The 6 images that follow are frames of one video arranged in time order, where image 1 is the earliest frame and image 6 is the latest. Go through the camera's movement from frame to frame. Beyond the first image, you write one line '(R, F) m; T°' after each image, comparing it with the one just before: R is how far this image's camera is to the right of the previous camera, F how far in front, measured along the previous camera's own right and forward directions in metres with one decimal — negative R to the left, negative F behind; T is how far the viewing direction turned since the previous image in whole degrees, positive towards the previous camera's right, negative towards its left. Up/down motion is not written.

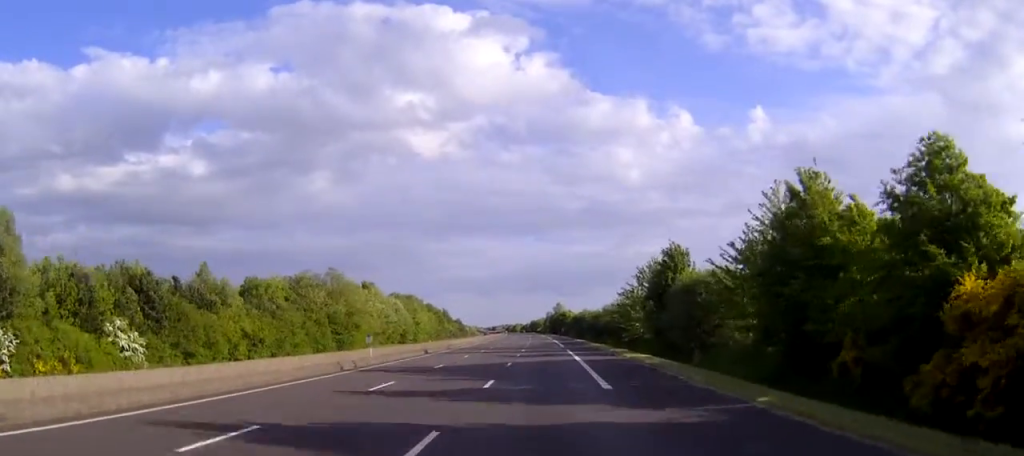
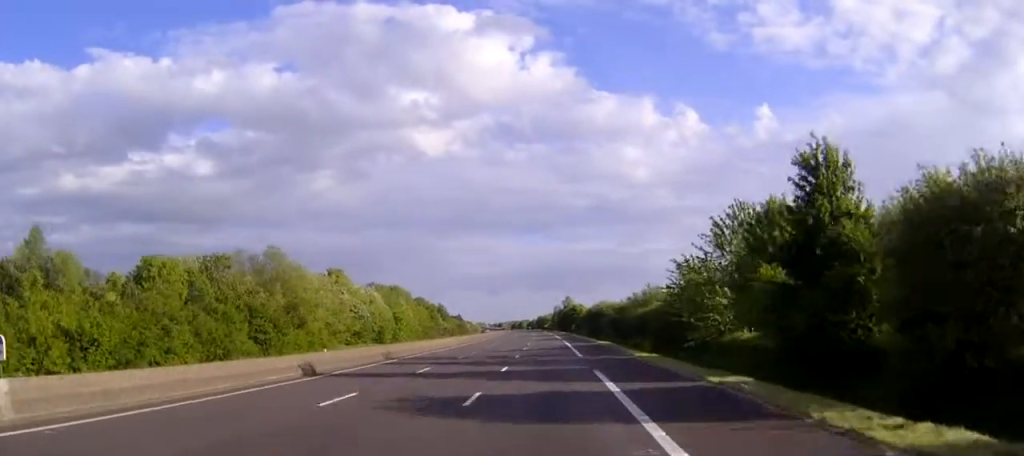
(-0.2, +32.0) m; -1°
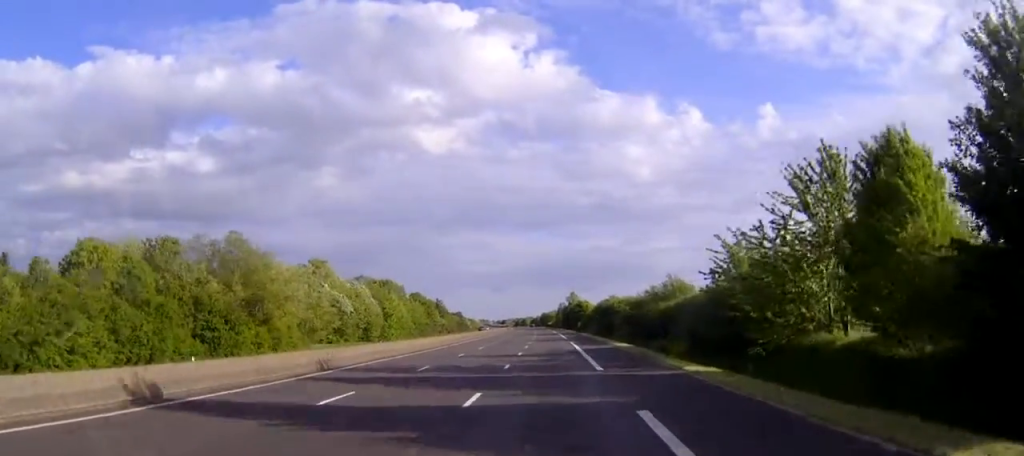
(0.0, +13.7) m; 0°
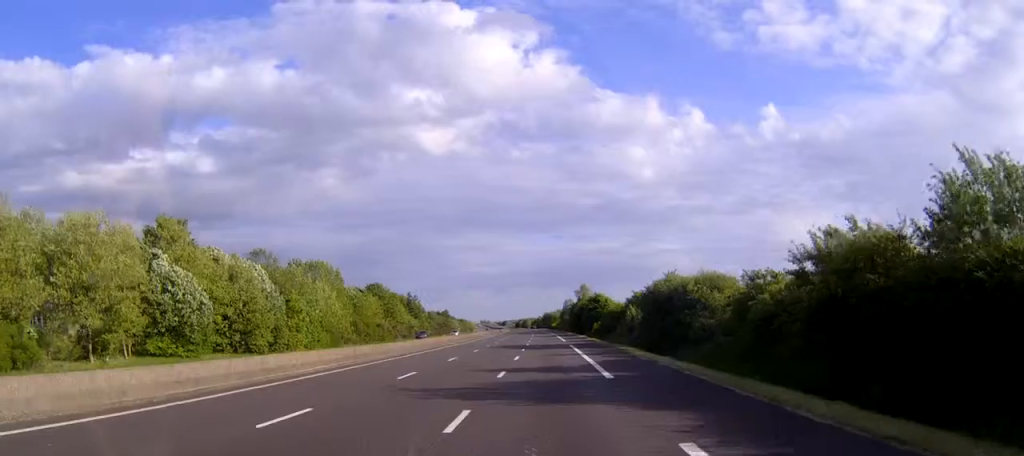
(-0.3, +55.8) m; 0°
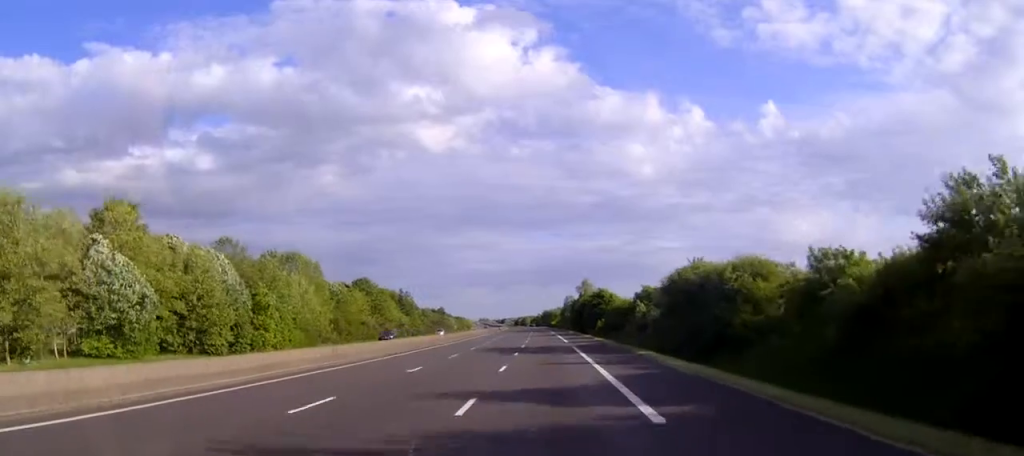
(0.0, +11.0) m; 0°
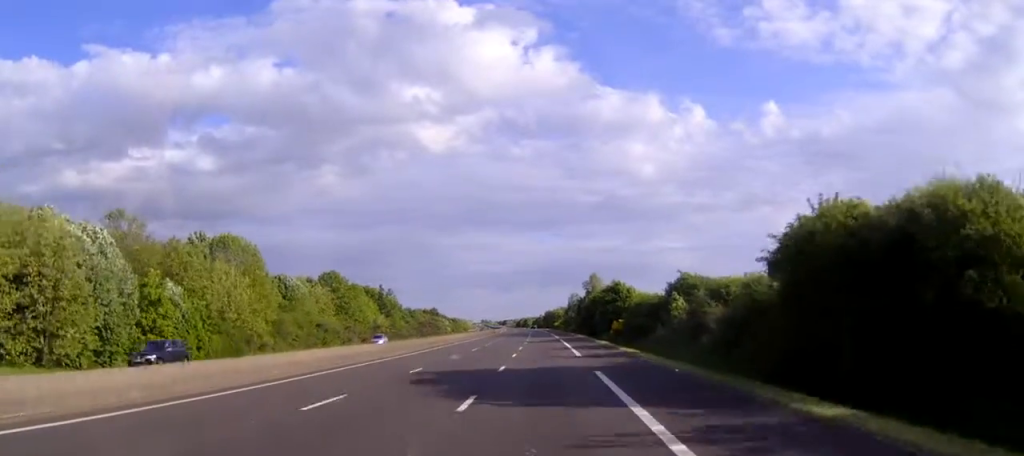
(0.0, +24.8) m; 0°
